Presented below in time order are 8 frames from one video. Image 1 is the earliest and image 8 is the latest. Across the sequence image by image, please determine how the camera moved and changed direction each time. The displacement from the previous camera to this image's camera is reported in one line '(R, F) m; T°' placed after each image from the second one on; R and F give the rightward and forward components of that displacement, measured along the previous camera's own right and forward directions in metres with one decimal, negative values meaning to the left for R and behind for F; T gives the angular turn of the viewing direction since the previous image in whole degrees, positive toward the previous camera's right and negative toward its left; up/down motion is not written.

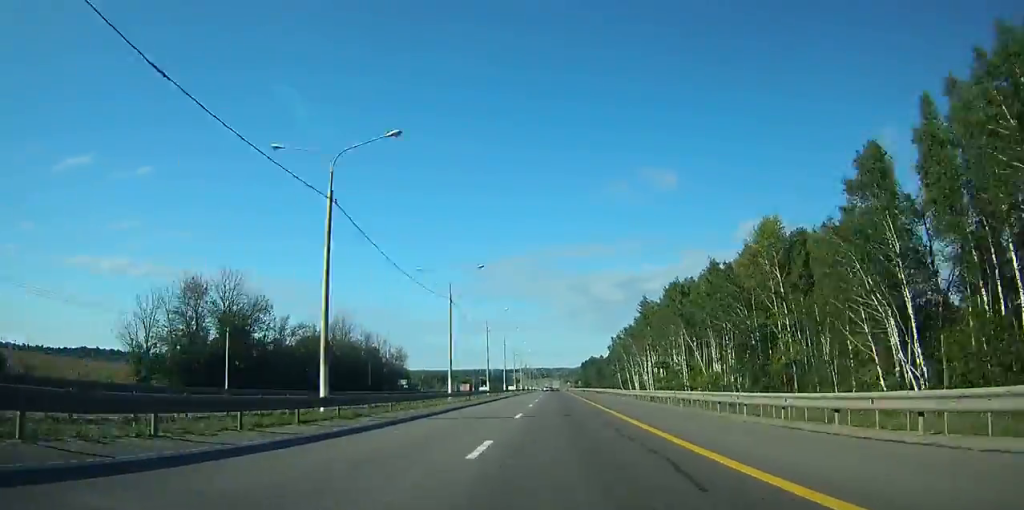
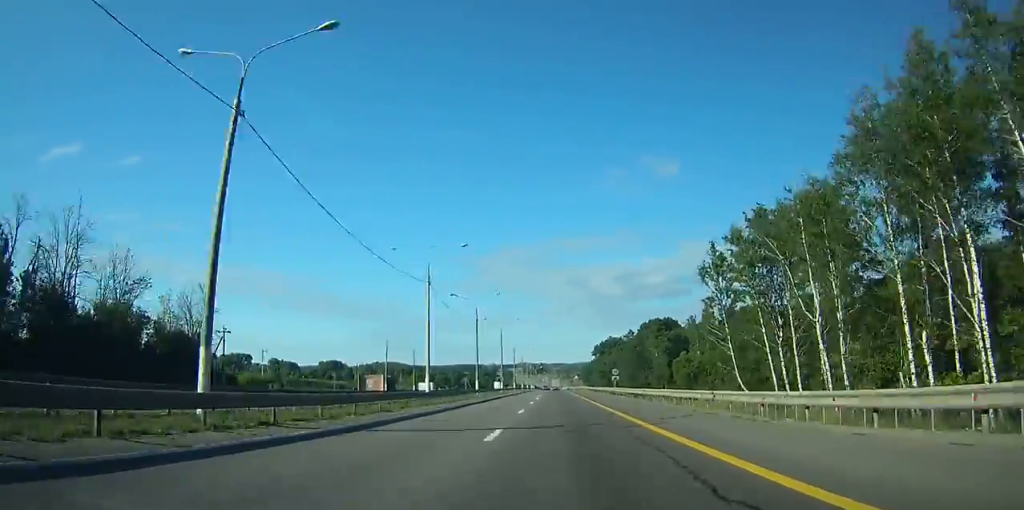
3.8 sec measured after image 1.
(+0.4, +102.4) m; 0°
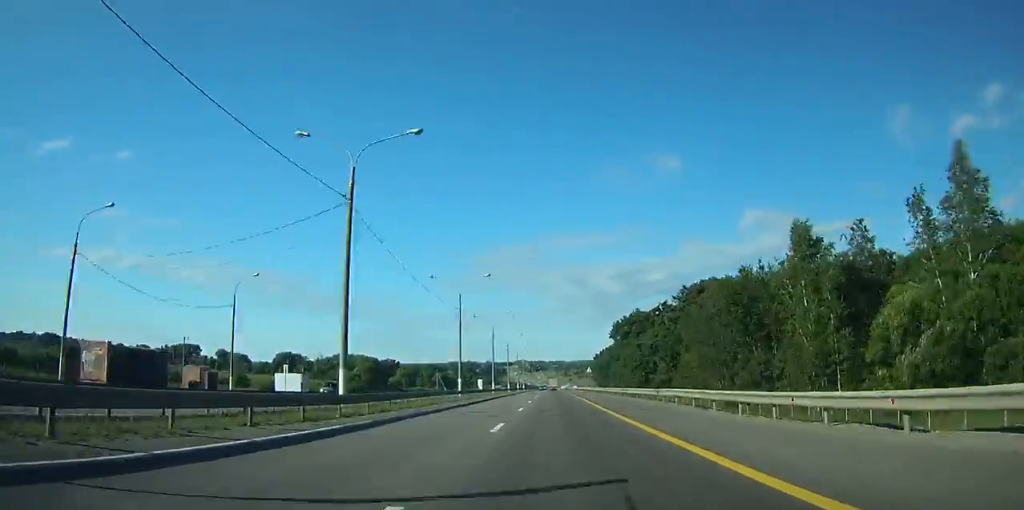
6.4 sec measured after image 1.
(-0.1, +71.8) m; 0°
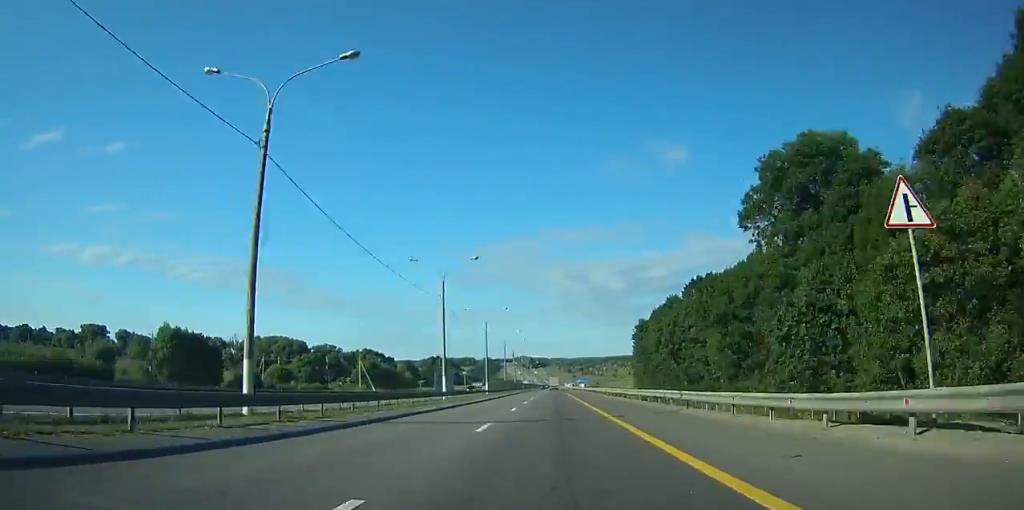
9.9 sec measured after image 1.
(-0.2, +101.4) m; 0°
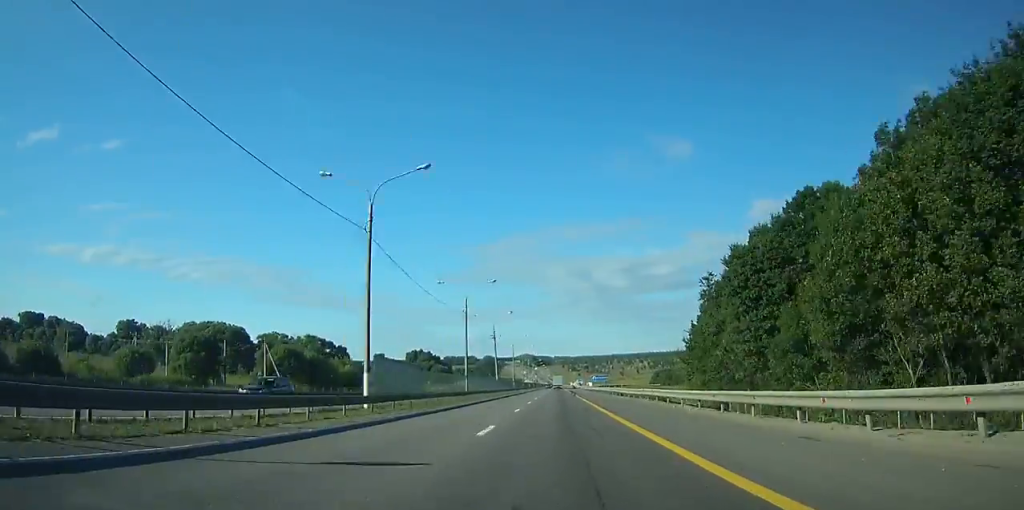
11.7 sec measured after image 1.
(-0.1, +53.6) m; 0°
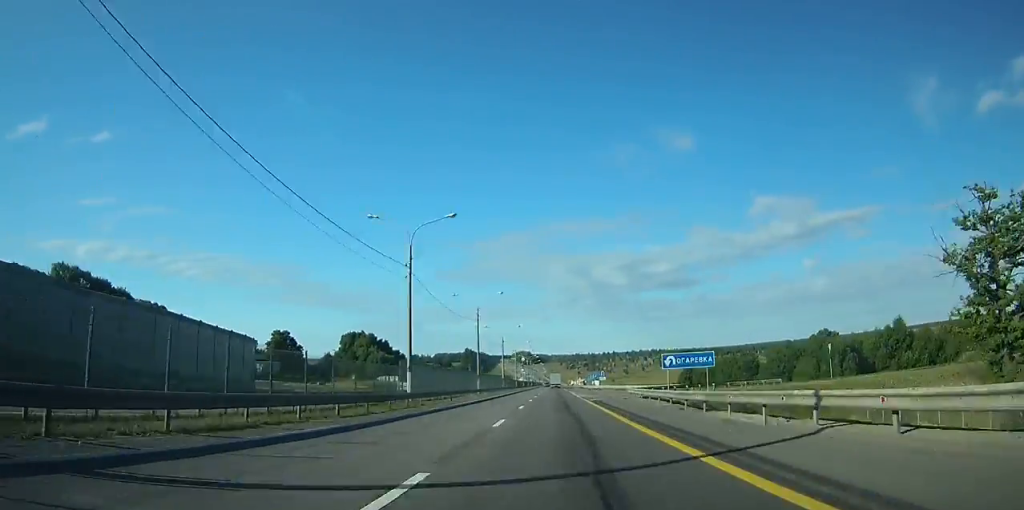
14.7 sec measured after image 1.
(-0.1, +88.9) m; 0°
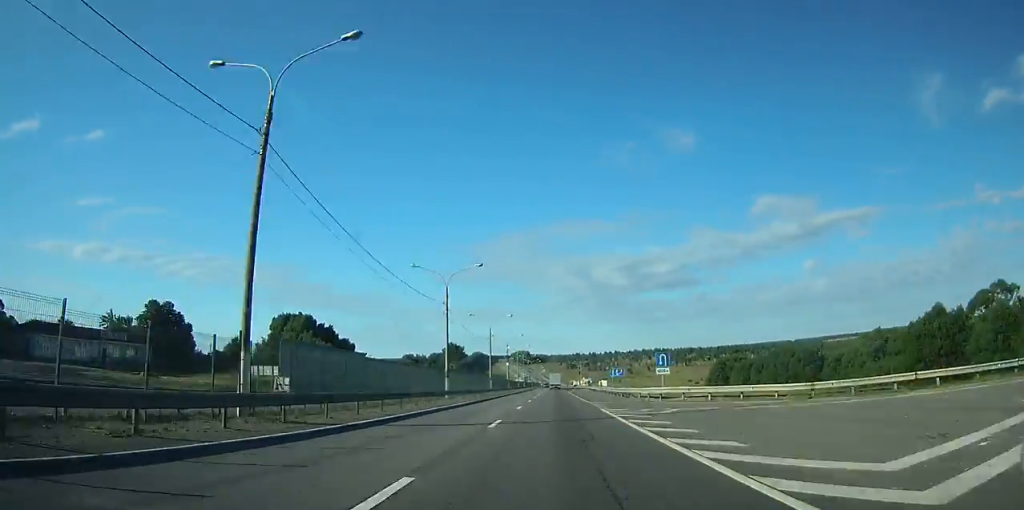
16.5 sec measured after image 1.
(0.0, +49.8) m; 0°
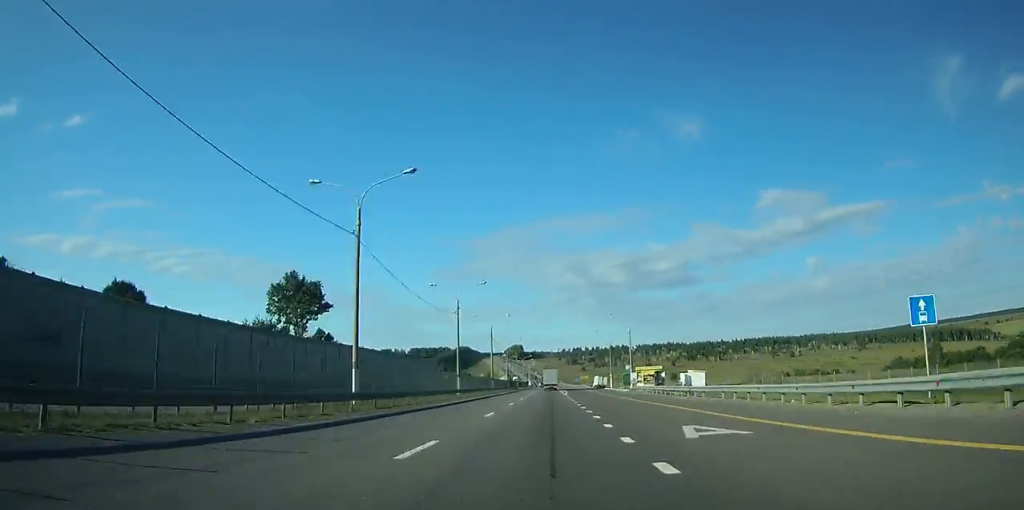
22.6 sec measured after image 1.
(+0.2, +162.5) m; 0°
